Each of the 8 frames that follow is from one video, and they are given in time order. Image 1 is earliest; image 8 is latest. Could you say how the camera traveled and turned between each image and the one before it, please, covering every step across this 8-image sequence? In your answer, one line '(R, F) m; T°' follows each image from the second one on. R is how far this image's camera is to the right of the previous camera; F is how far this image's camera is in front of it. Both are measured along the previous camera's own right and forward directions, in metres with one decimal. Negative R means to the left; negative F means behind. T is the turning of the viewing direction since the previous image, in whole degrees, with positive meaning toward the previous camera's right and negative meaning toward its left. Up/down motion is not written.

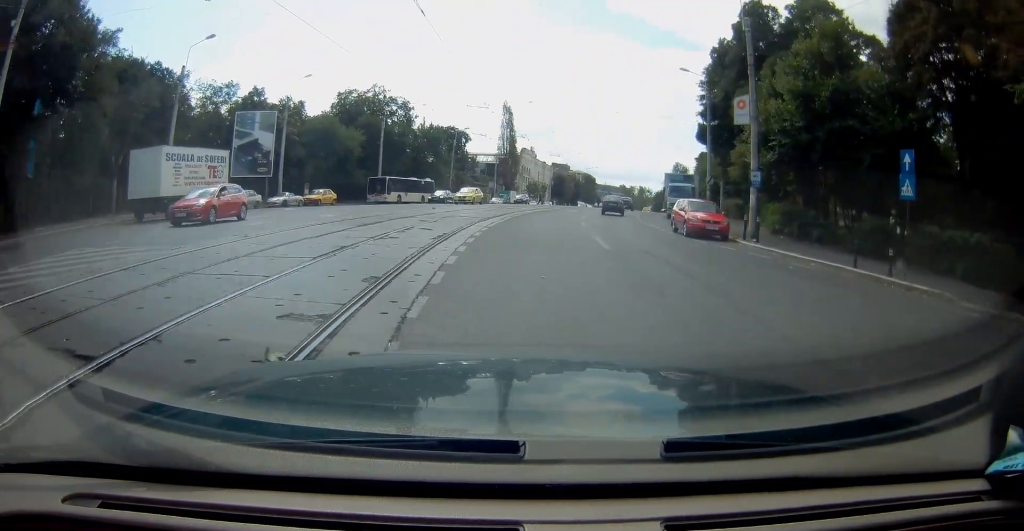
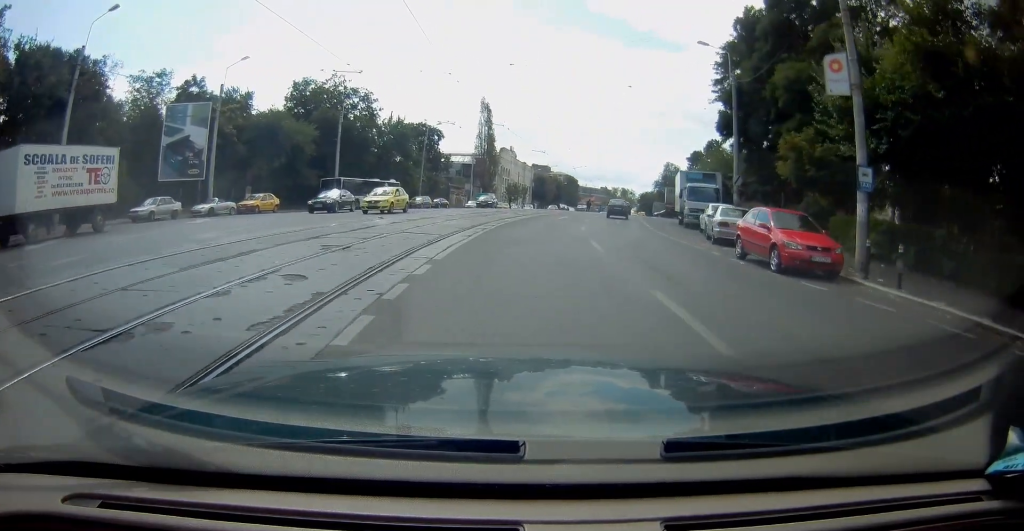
(+0.4, +9.0) m; +4°
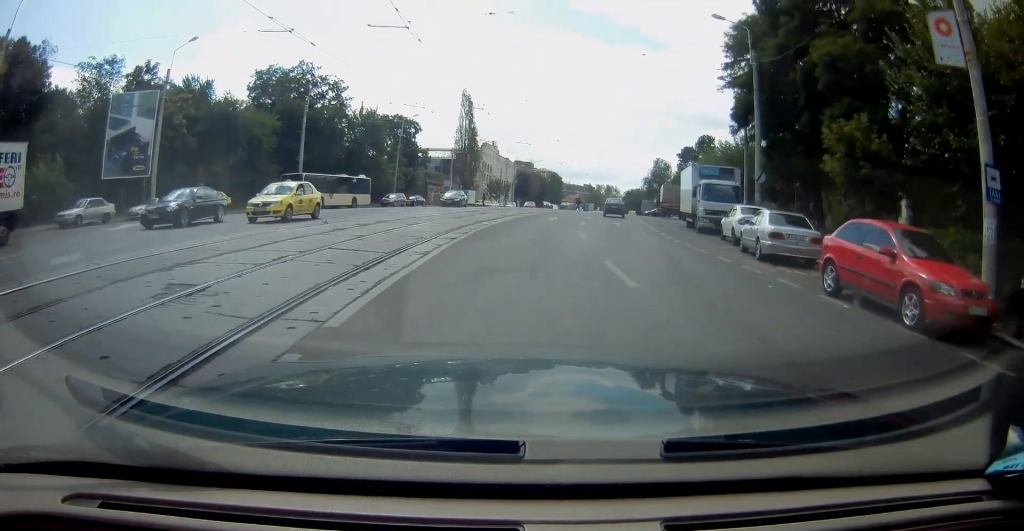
(+0.1, +5.4) m; +2°
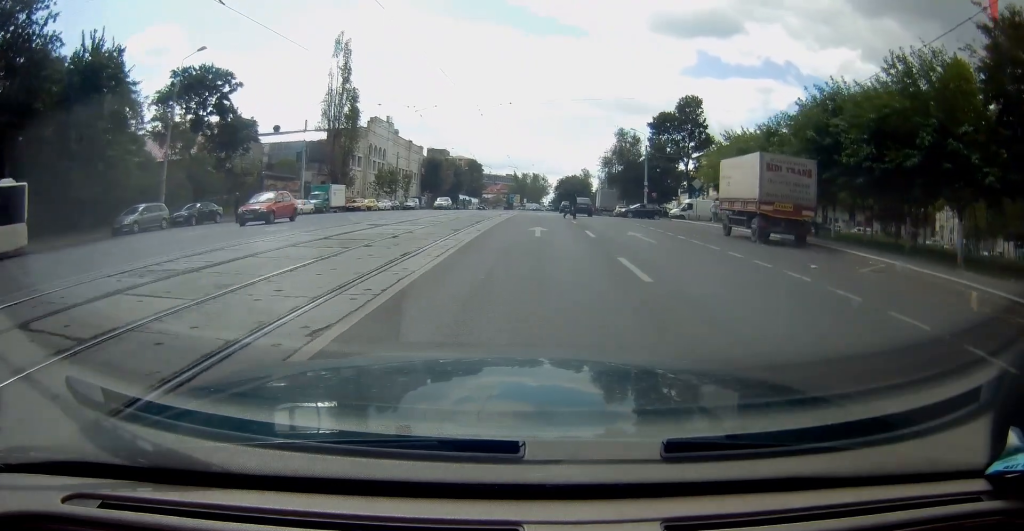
(+2.4, +36.8) m; +6°
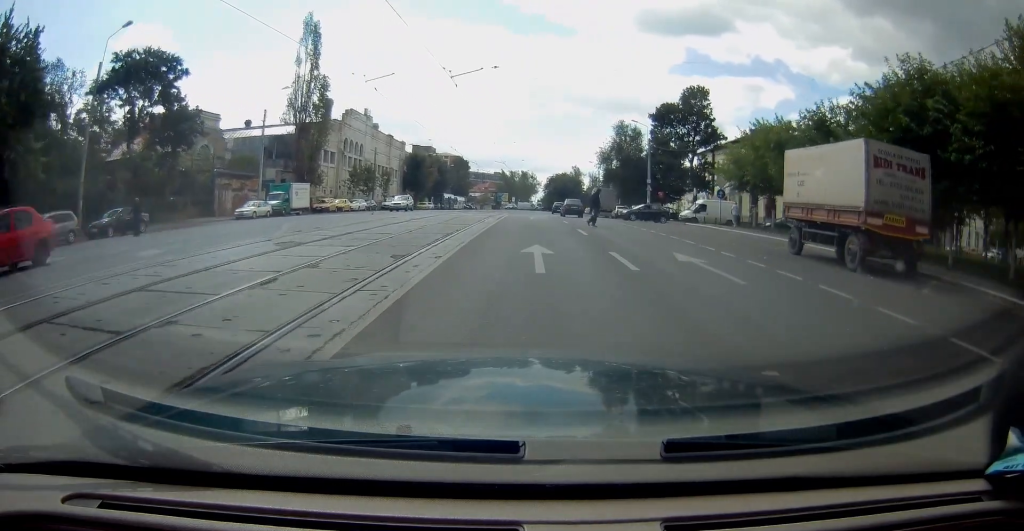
(+0.1, +7.7) m; +1°
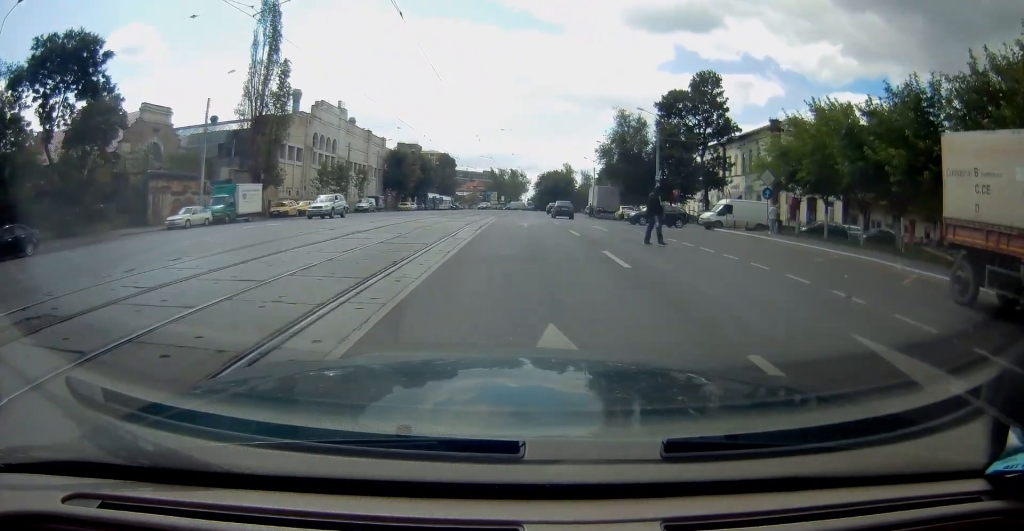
(+0.1, +8.6) m; +1°
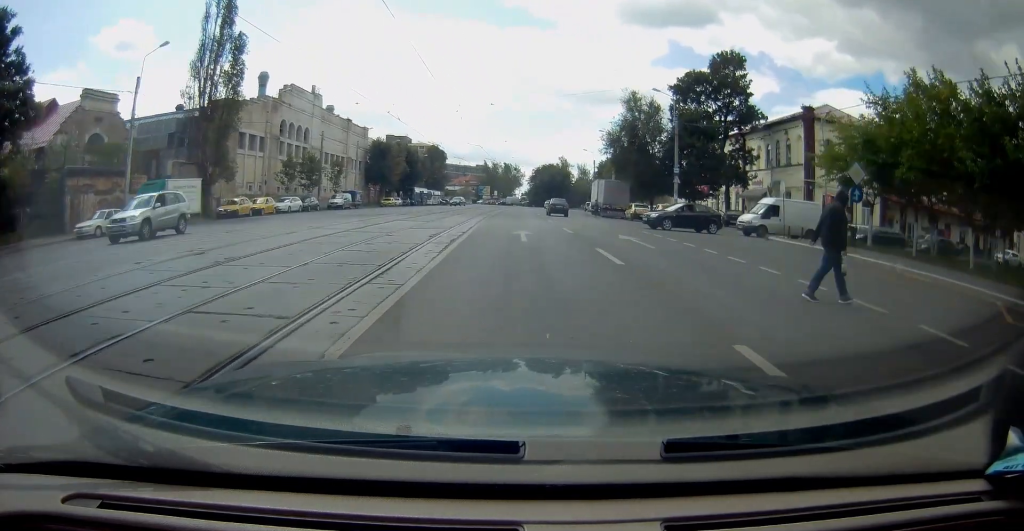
(0.0, +8.7) m; +1°
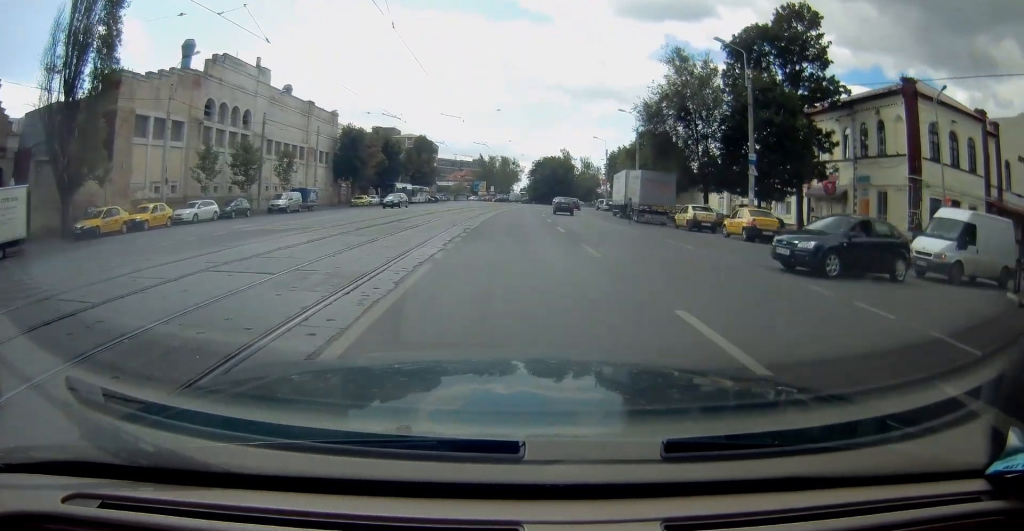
(+0.2, +16.3) m; +1°
